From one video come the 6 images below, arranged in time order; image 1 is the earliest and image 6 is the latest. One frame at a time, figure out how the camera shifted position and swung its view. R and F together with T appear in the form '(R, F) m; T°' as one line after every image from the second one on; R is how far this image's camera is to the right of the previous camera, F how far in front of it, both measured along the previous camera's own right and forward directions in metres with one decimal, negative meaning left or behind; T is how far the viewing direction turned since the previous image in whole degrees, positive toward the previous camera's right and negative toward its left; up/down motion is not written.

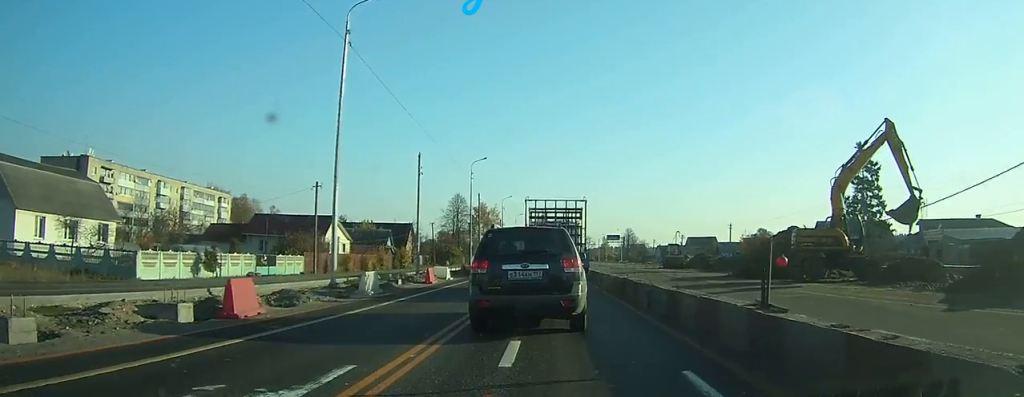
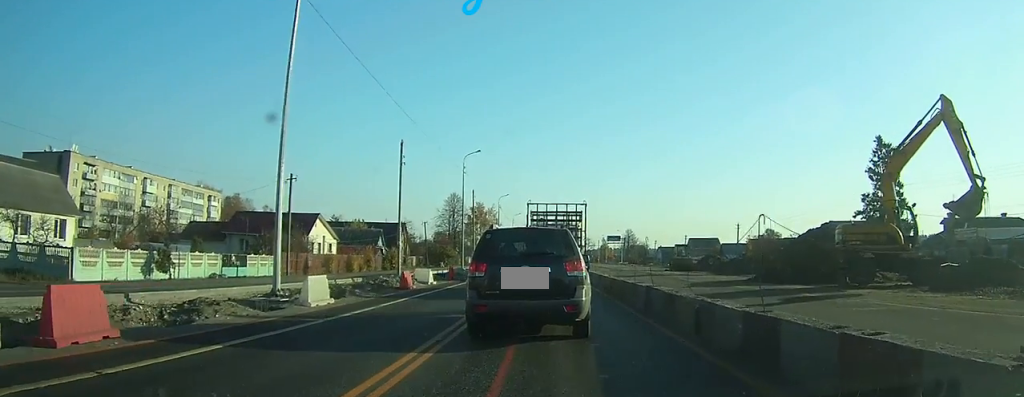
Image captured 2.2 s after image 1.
(+0.1, +3.8) m; +3°
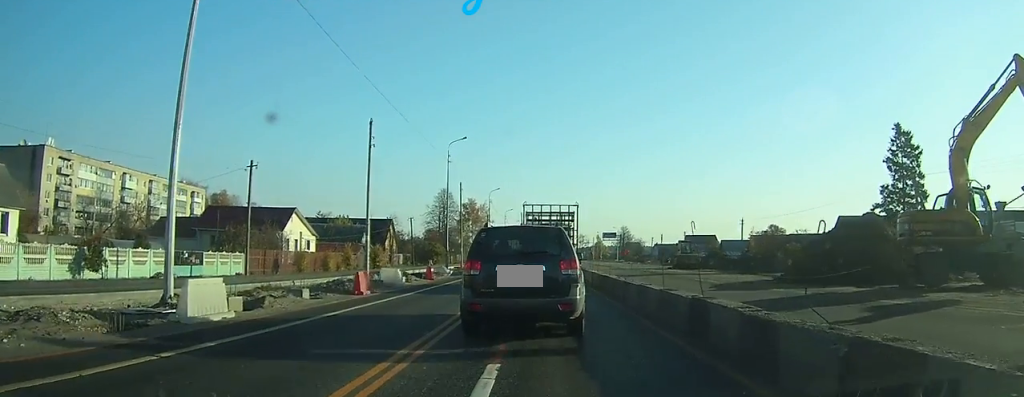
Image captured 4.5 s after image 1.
(0.0, +5.0) m; +1°
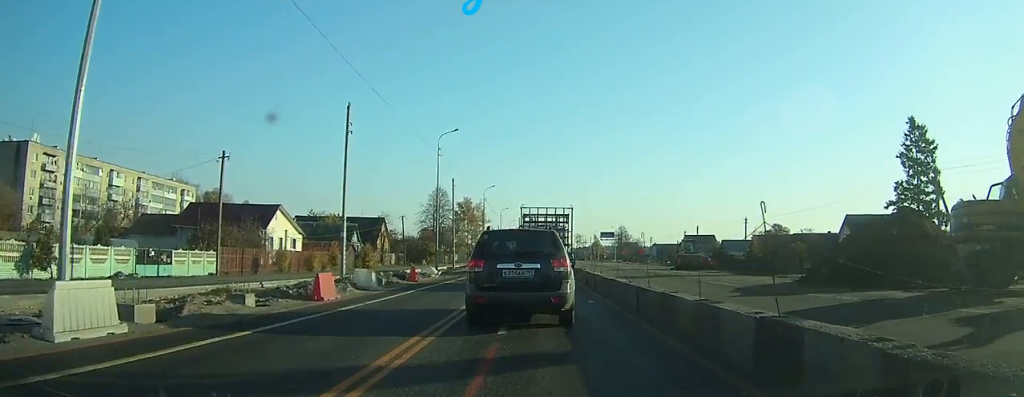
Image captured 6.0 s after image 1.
(0.0, +3.5) m; 0°
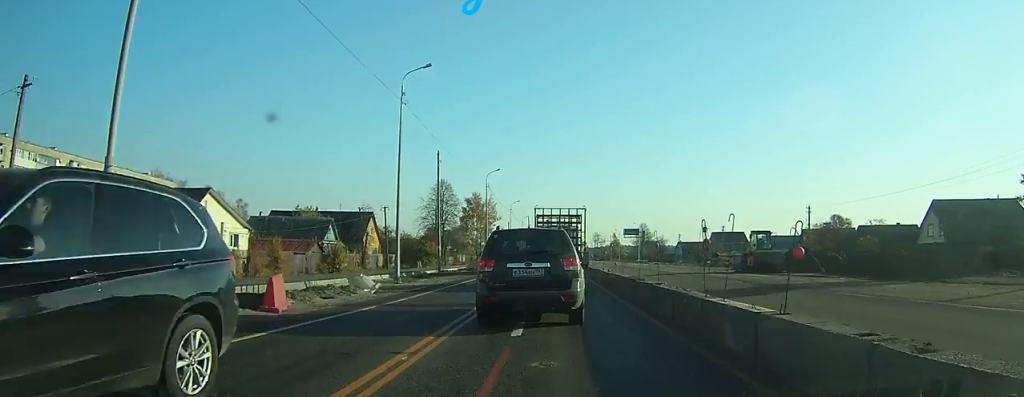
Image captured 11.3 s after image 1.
(0.0, +14.8) m; -1°
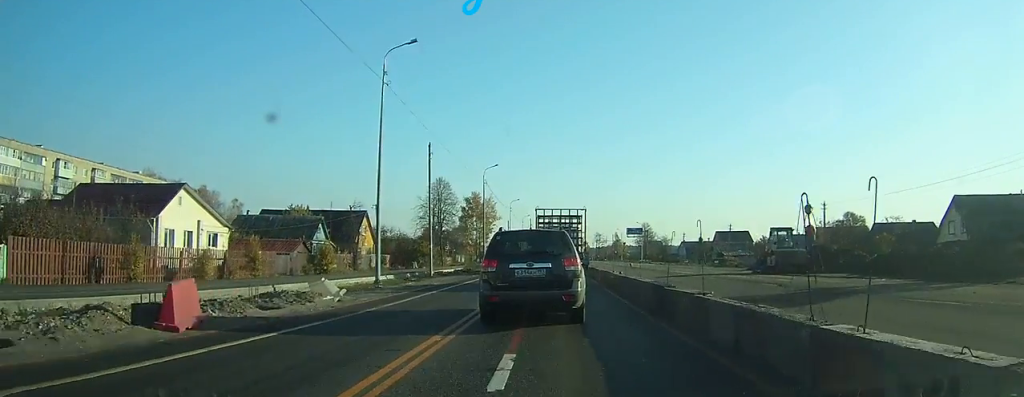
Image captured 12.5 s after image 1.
(0.0, +3.7) m; -2°
